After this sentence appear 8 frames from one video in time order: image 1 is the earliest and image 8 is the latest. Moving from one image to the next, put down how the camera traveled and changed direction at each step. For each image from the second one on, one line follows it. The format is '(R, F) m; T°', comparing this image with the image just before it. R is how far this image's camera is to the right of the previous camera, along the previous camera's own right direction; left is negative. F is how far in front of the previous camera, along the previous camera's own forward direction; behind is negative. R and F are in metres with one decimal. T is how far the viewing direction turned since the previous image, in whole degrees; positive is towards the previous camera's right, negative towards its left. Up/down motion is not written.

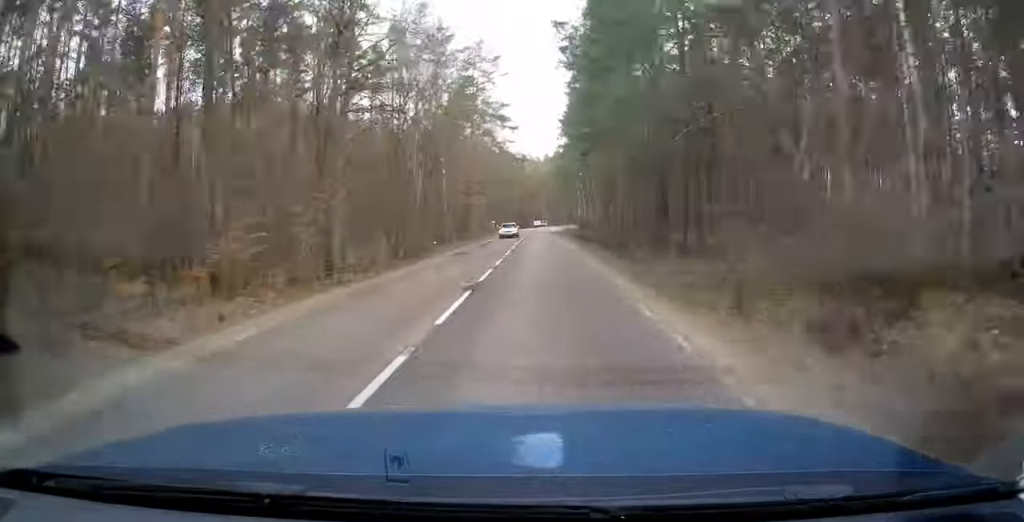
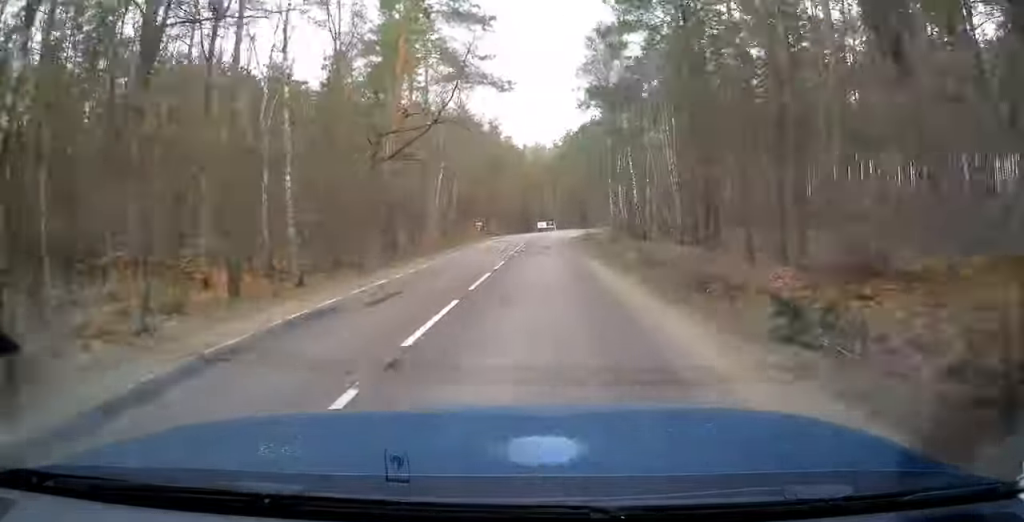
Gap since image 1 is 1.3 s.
(-0.1, +35.2) m; +1°
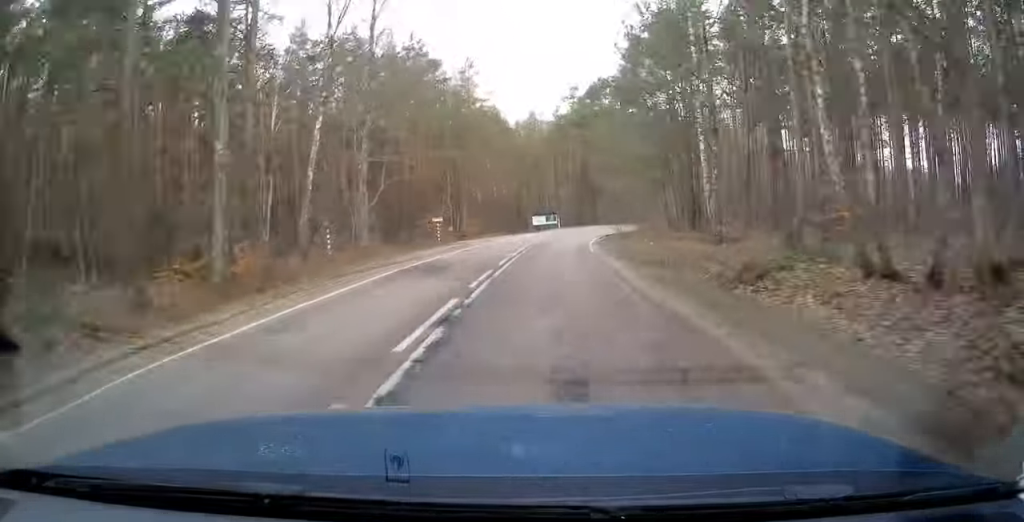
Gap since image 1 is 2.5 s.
(-0.1, +28.9) m; +3°
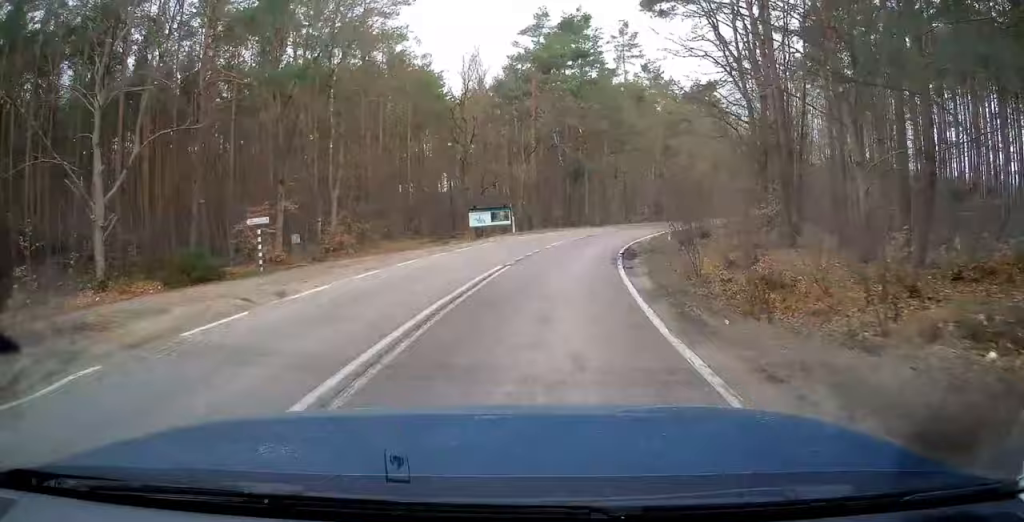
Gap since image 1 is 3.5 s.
(-1.8, +27.8) m; +3°
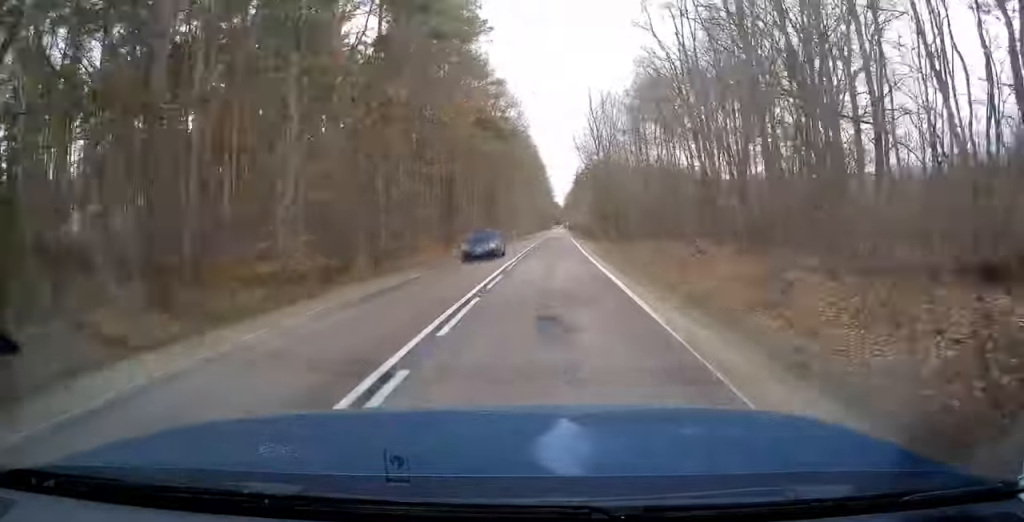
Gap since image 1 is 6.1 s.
(+8.3, +60.3) m; +15°
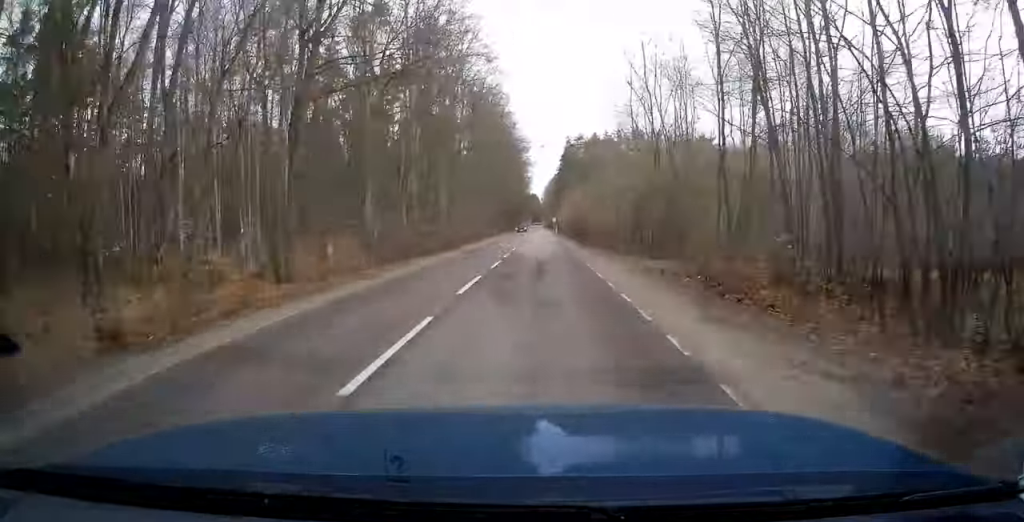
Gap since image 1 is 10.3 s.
(+12.5, +93.6) m; +8°
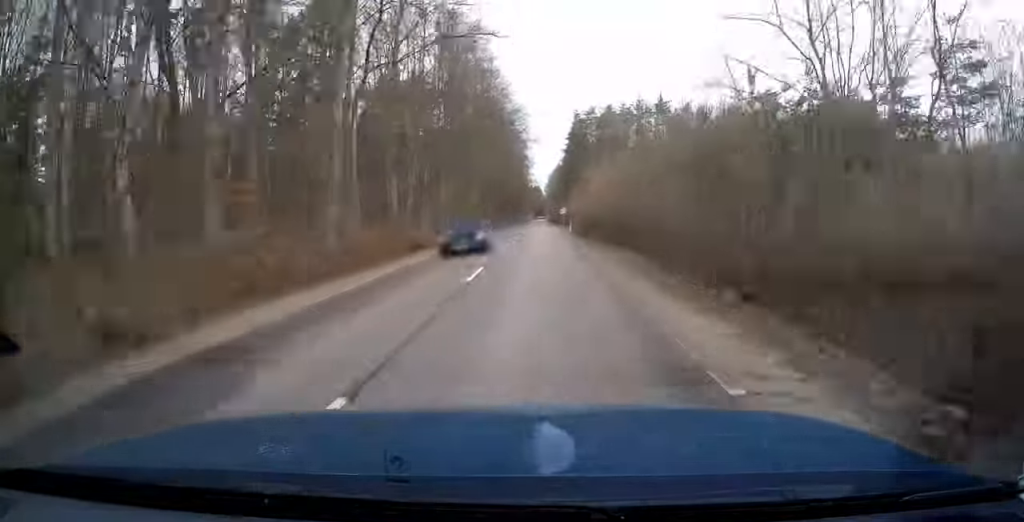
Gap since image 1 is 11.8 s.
(+0.2, +31.1) m; 0°
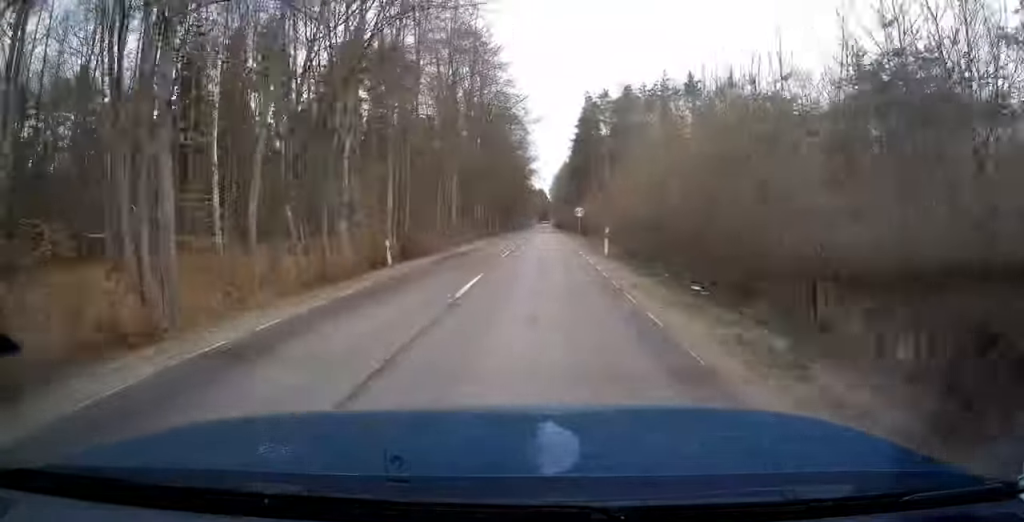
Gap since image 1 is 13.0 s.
(+0.3, +24.6) m; 0°
